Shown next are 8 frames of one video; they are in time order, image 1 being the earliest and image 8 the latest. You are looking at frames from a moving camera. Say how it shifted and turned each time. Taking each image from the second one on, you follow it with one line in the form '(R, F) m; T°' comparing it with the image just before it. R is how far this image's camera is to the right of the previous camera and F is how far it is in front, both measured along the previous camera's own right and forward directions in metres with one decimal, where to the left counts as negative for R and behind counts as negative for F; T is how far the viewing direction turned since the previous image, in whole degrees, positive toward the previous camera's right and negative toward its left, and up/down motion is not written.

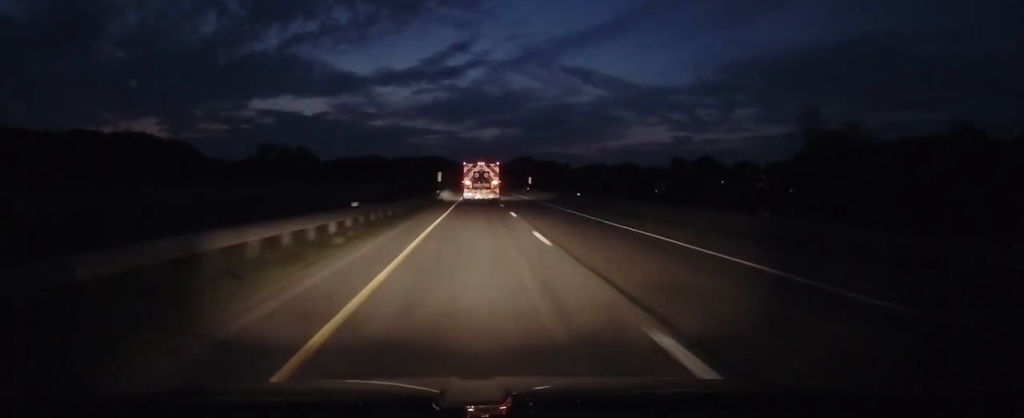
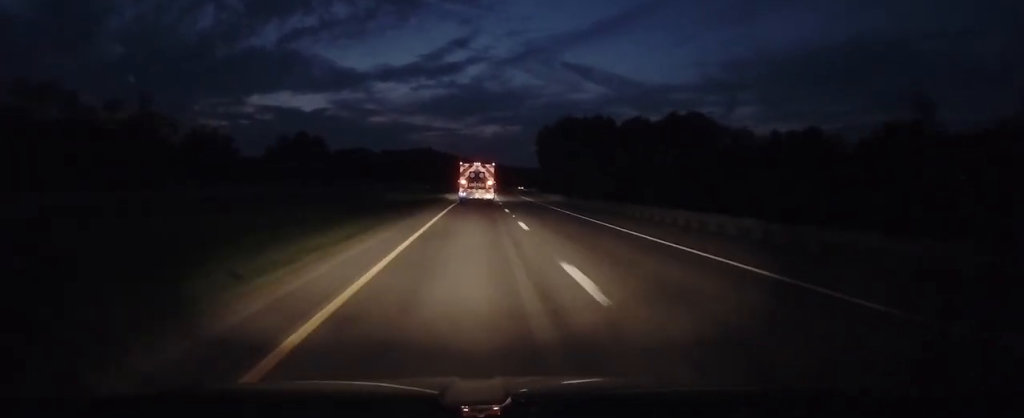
(+0.5, +203.6) m; +2°
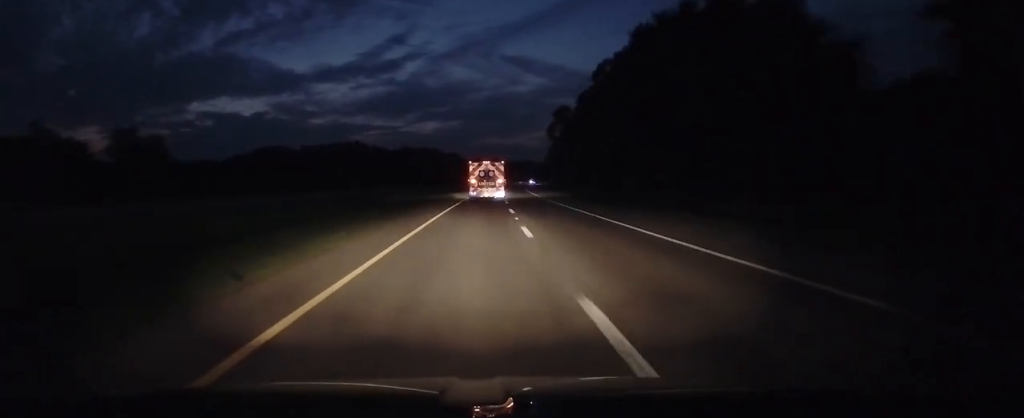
(+11.1, +225.8) m; +7°
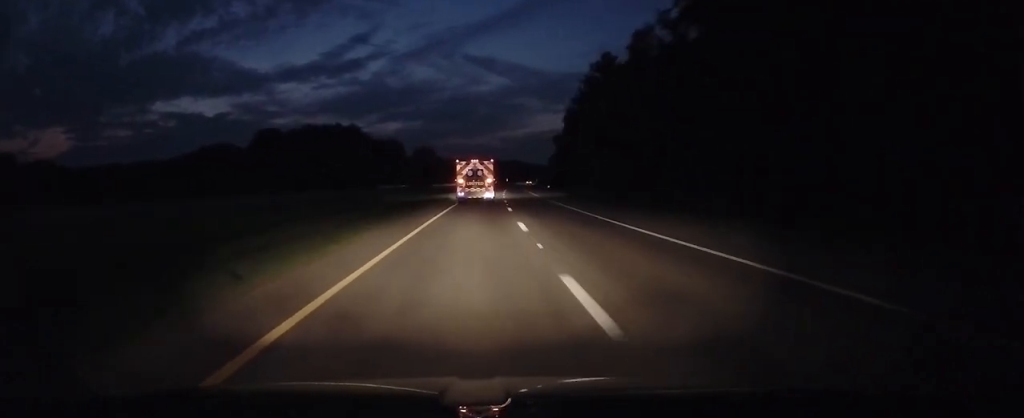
(+4.2, +118.7) m; +5°
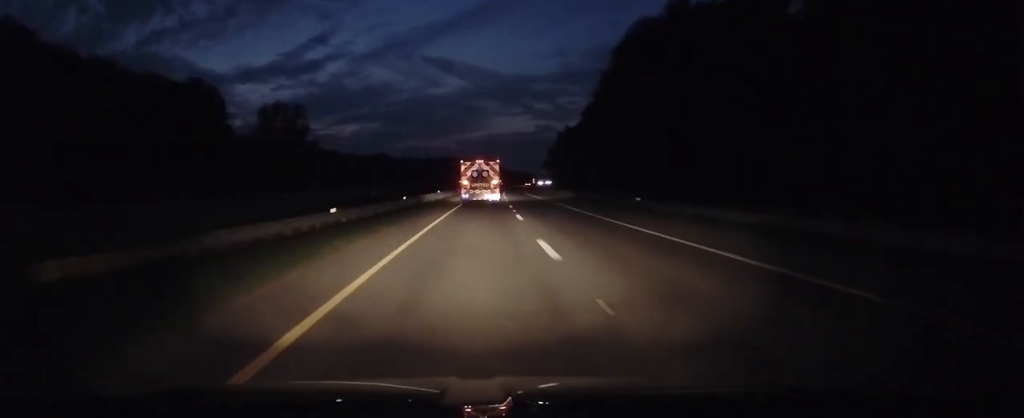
(+9.5, +165.5) m; +5°
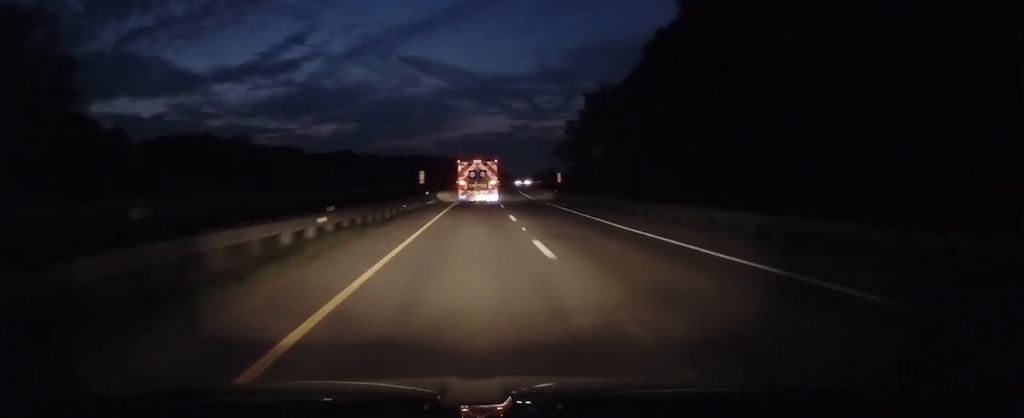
(+2.0, +87.3) m; +2°
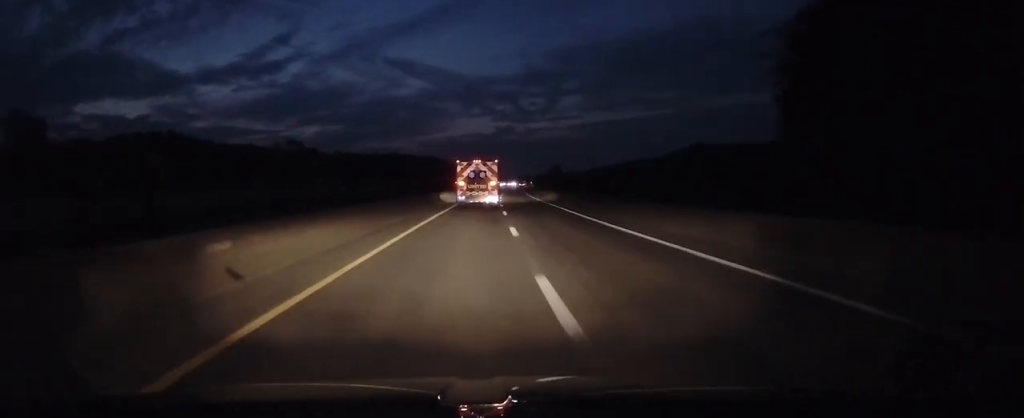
(+1.4, +59.1) m; +1°
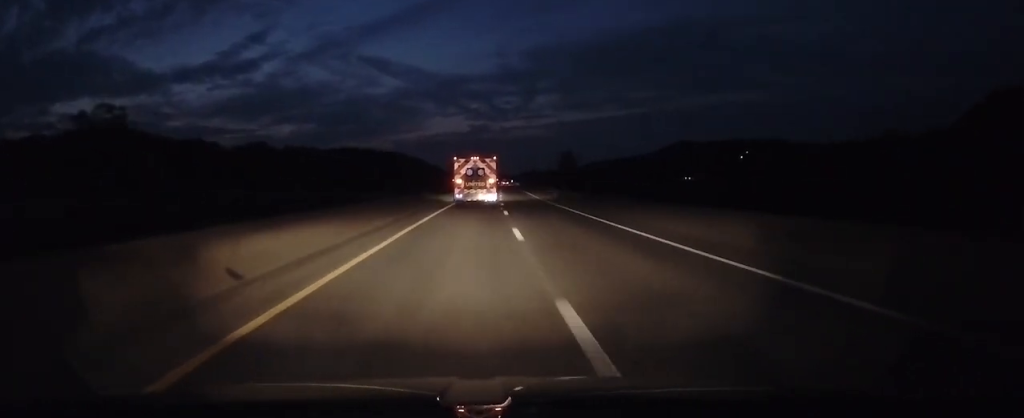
(+0.8, +50.5) m; +1°
